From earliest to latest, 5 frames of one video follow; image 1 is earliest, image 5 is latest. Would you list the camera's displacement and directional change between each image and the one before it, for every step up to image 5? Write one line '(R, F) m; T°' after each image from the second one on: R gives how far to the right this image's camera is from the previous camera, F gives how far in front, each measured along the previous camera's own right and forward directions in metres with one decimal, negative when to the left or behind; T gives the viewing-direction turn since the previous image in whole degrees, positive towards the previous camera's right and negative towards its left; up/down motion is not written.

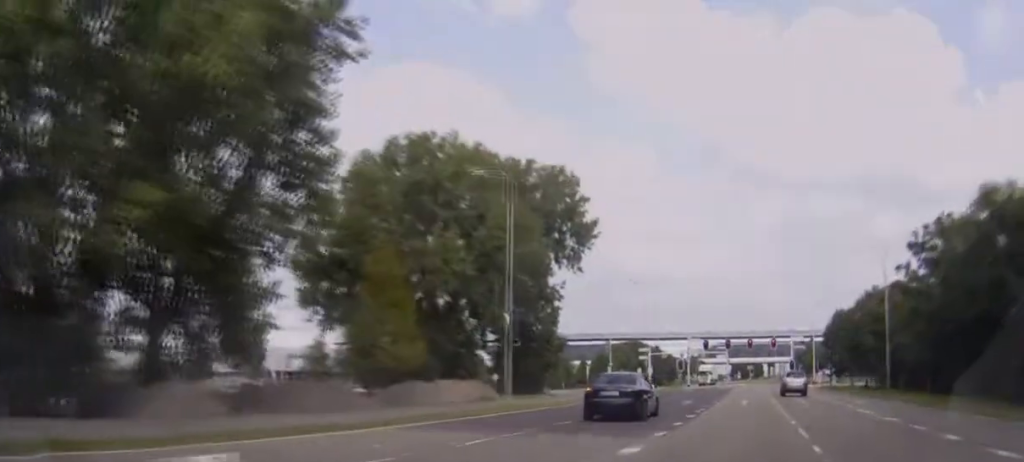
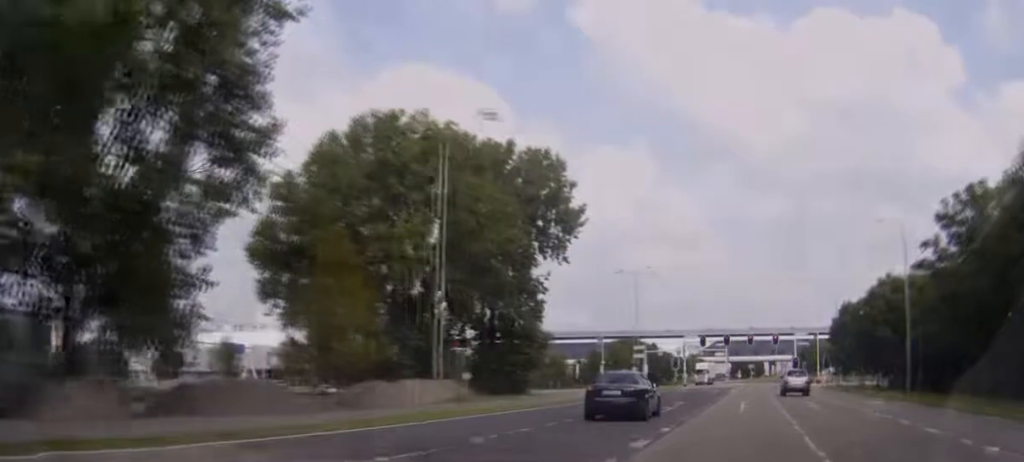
(+0.1, +7.0) m; 0°
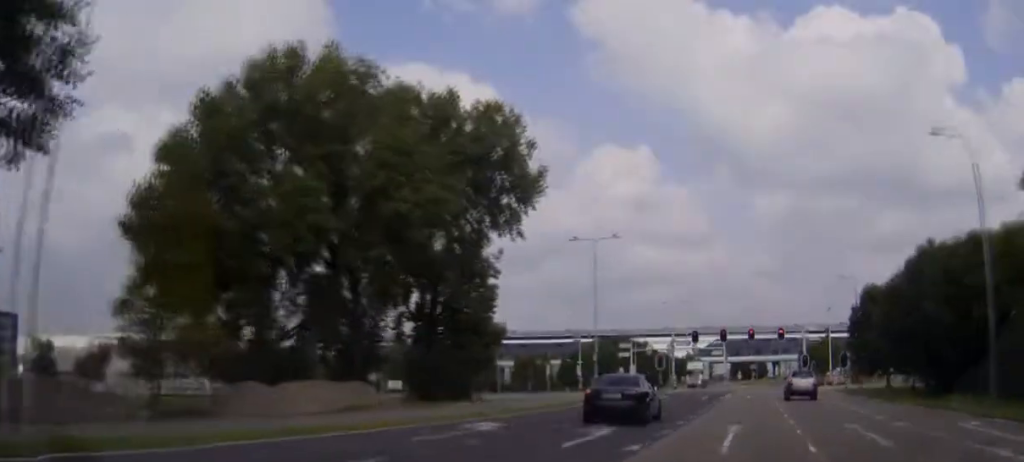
(0.0, +16.3) m; 0°
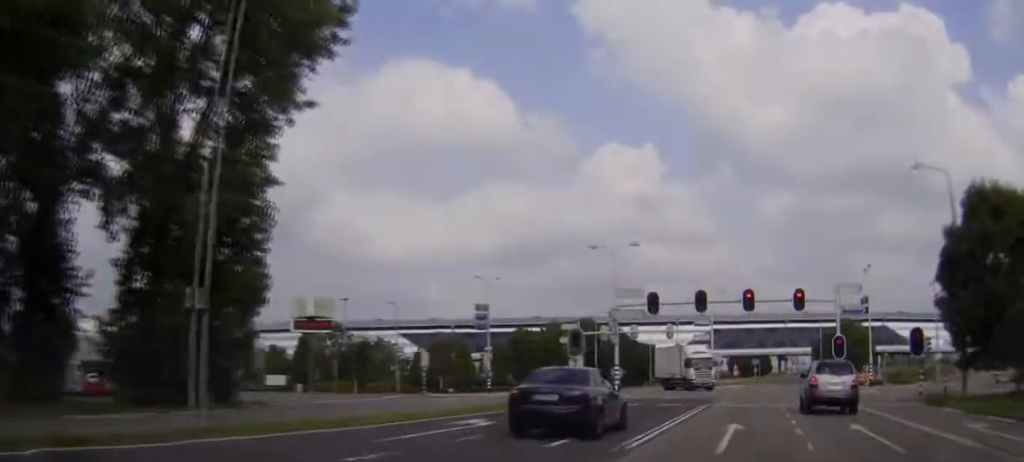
(0.0, +34.4) m; 0°
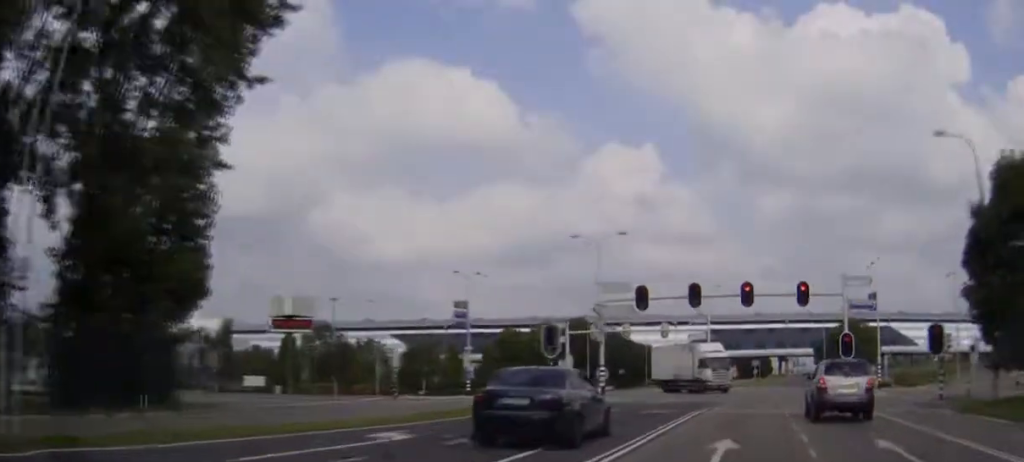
(0.0, +4.7) m; 0°
